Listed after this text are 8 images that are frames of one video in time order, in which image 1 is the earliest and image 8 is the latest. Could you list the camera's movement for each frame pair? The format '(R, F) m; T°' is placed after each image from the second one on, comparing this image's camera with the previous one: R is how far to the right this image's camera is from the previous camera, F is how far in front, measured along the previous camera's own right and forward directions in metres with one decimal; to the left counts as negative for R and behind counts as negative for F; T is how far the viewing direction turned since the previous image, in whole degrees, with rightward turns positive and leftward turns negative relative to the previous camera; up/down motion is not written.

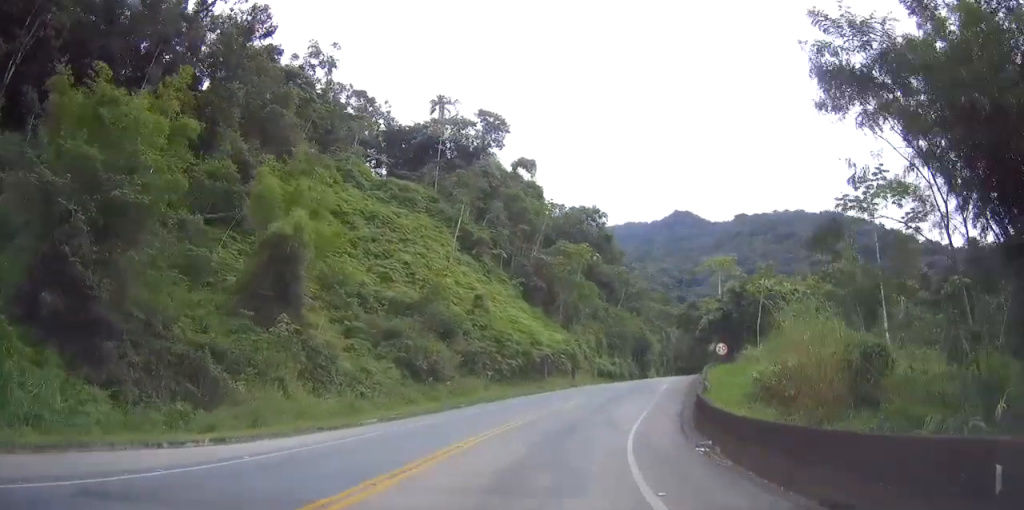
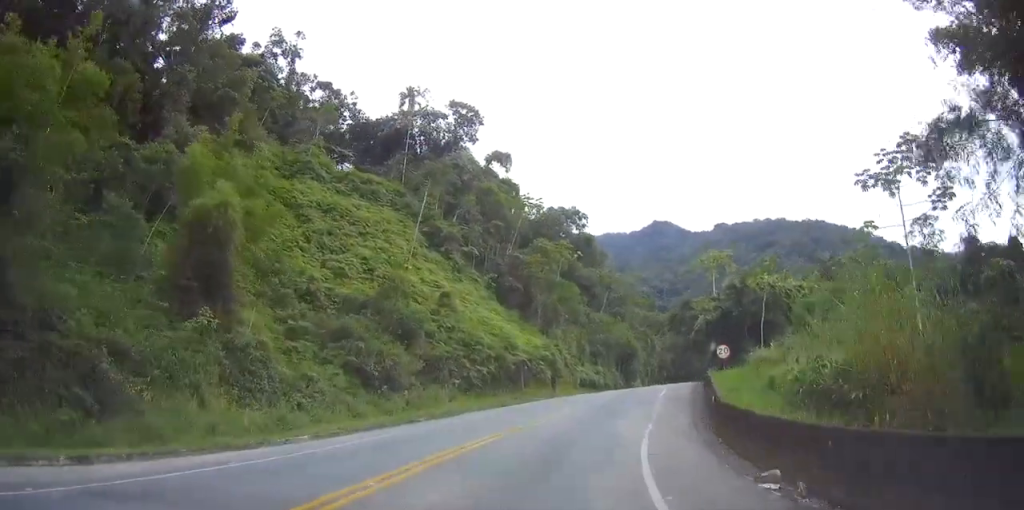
(+0.1, +6.3) m; +2°
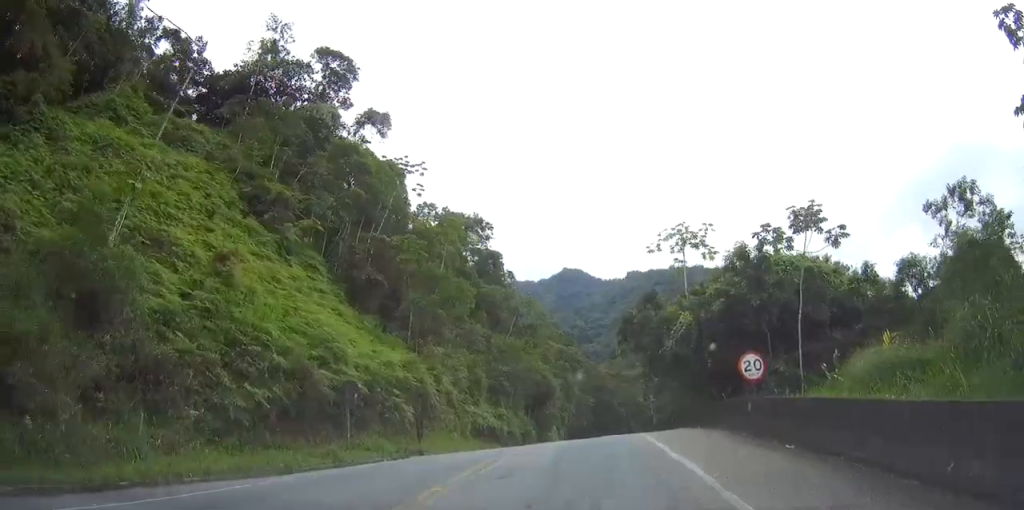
(+1.0, +21.6) m; +4°
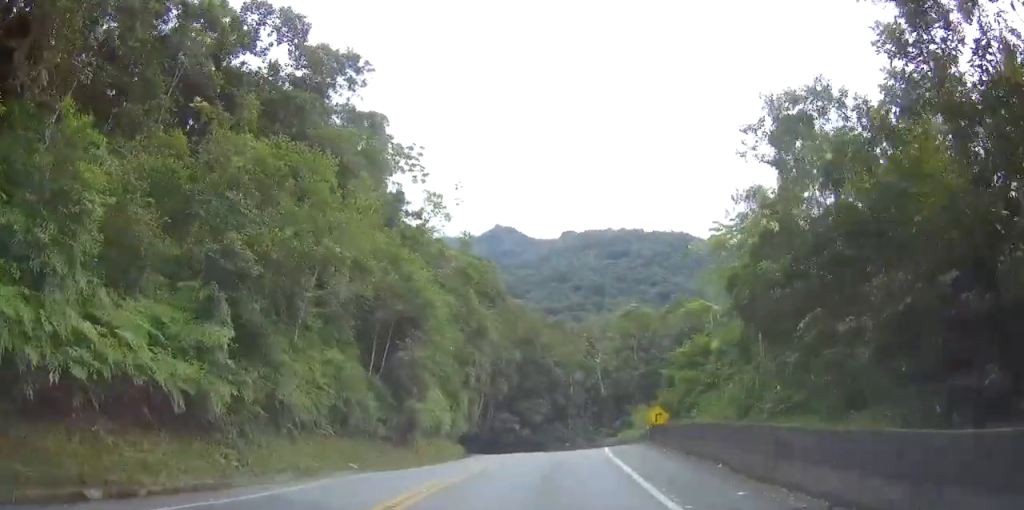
(+1.8, +35.4) m; +3°
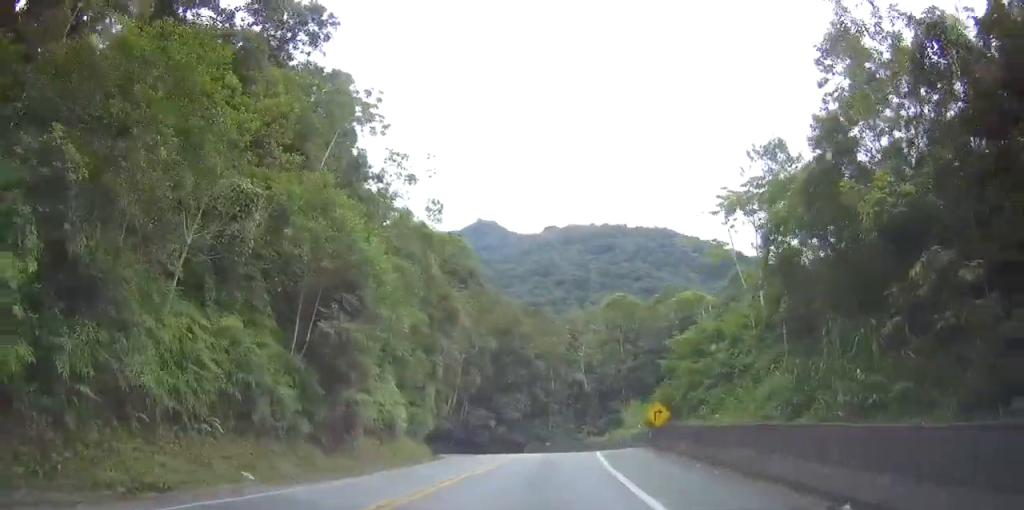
(+0.1, +6.9) m; -1°
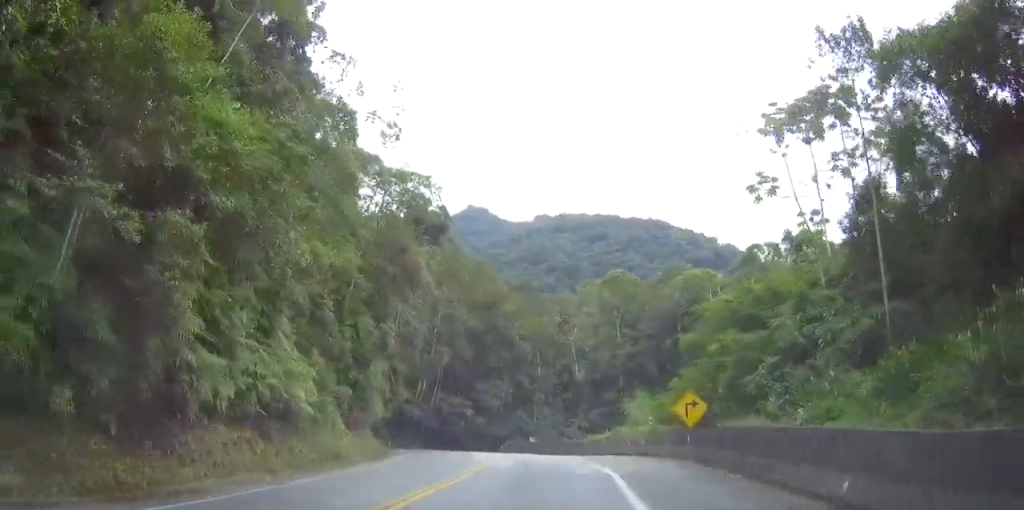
(-0.5, +10.8) m; -3°
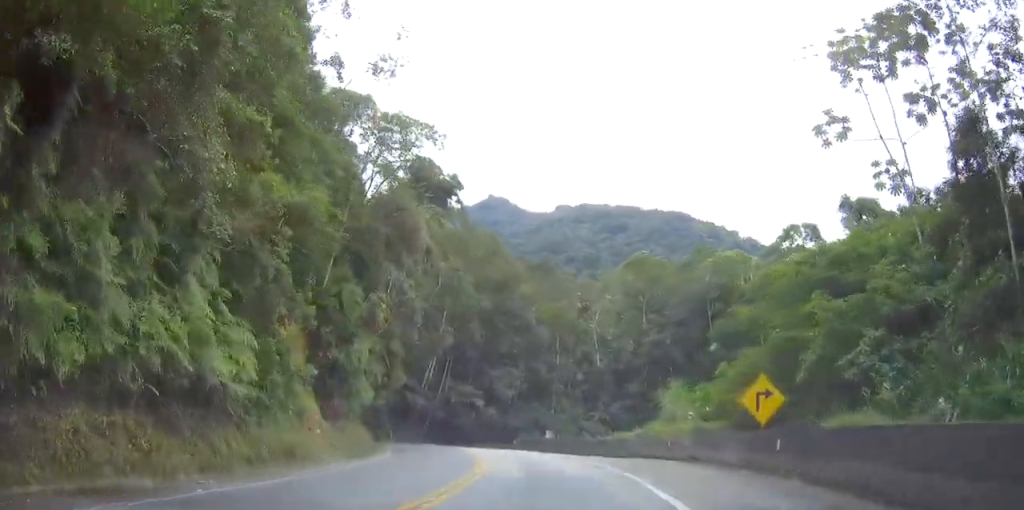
(0.0, +6.0) m; +3°
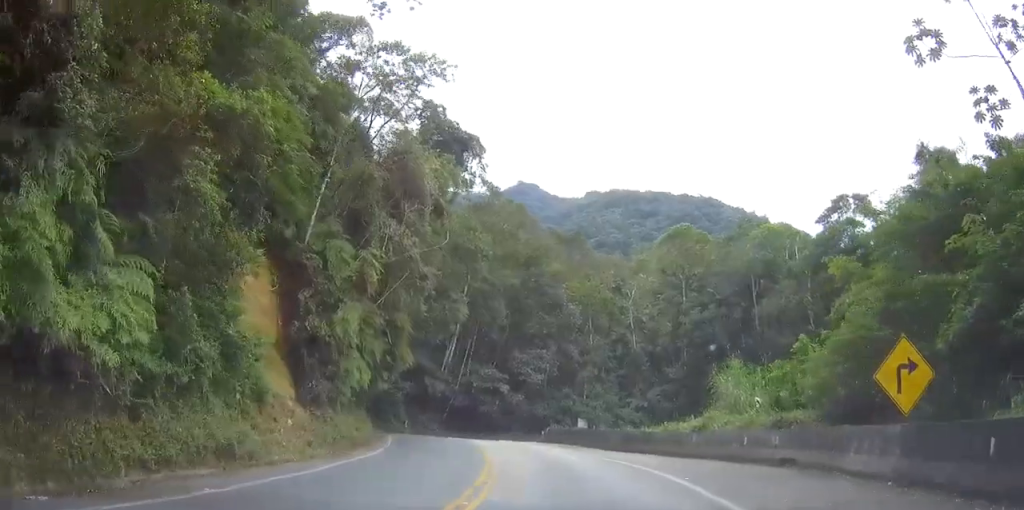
(-0.3, +5.9) m; +3°
